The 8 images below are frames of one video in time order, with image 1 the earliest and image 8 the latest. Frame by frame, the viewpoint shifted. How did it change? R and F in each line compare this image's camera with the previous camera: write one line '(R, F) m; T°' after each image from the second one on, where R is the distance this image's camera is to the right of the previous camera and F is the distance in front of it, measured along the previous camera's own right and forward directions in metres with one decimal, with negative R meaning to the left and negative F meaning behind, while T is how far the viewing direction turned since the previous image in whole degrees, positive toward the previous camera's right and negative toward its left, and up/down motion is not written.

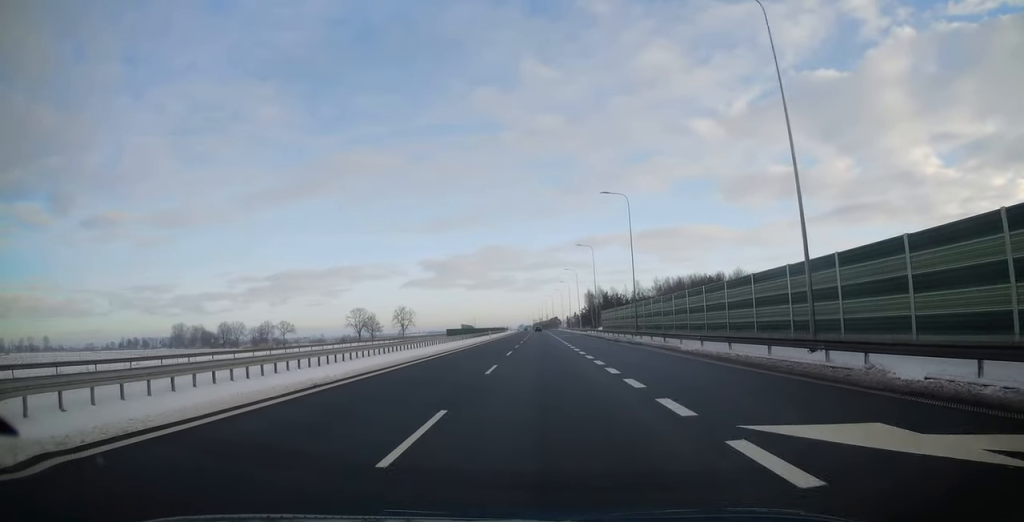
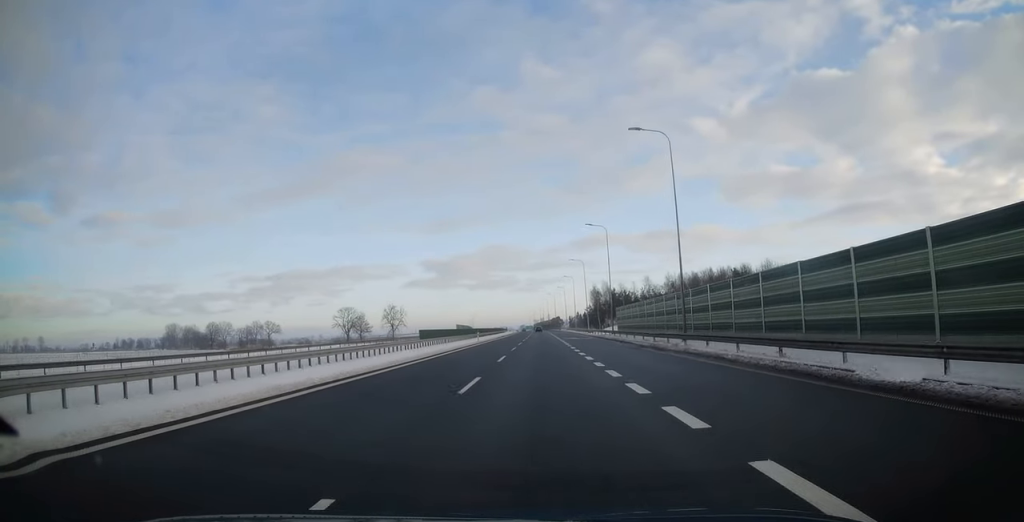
(0.0, +15.2) m; 0°
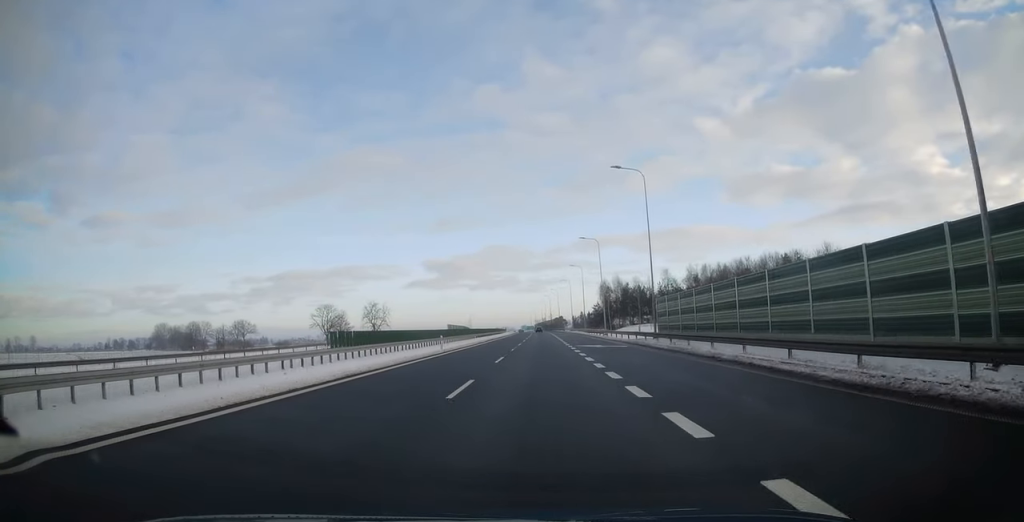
(-0.1, +22.1) m; 0°
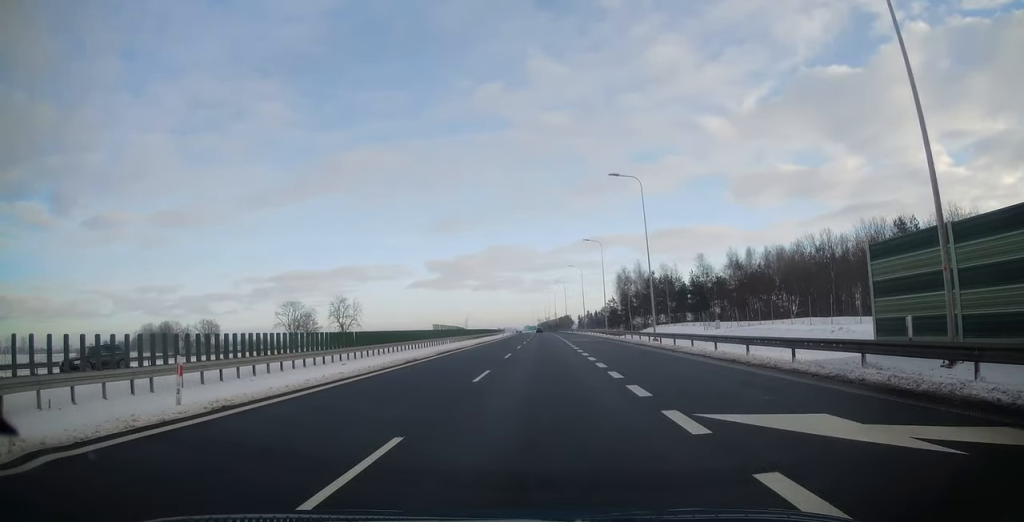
(+0.2, +29.9) m; 0°
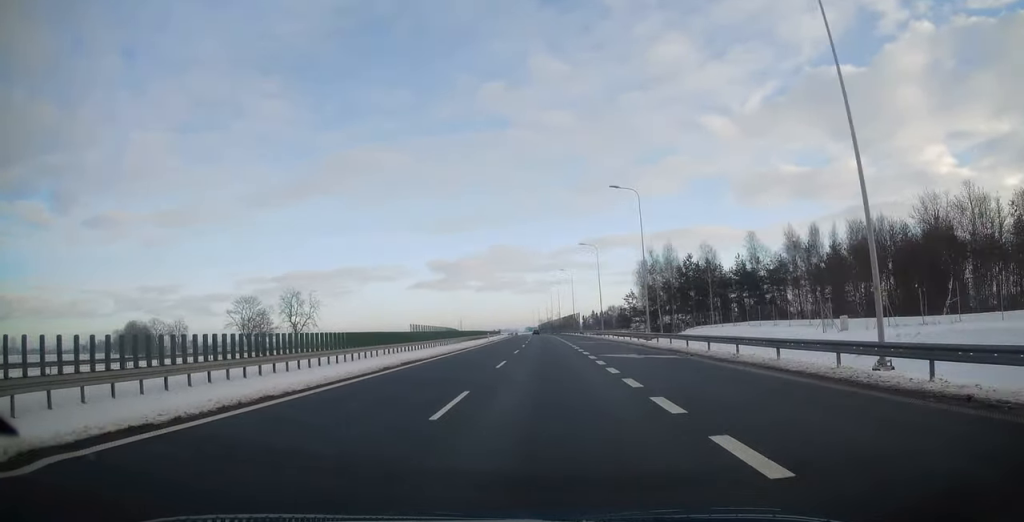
(-0.3, +29.2) m; 0°
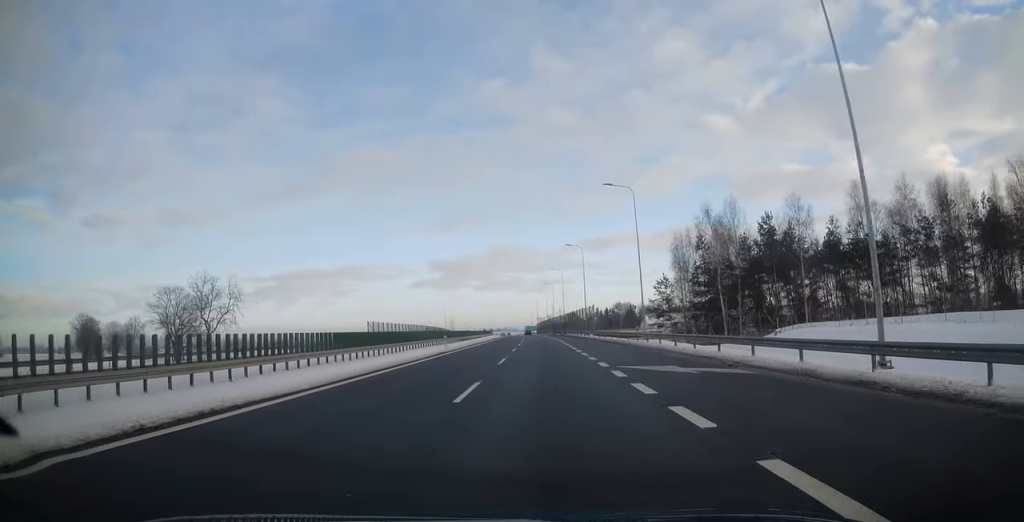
(+0.1, +33.0) m; -1°
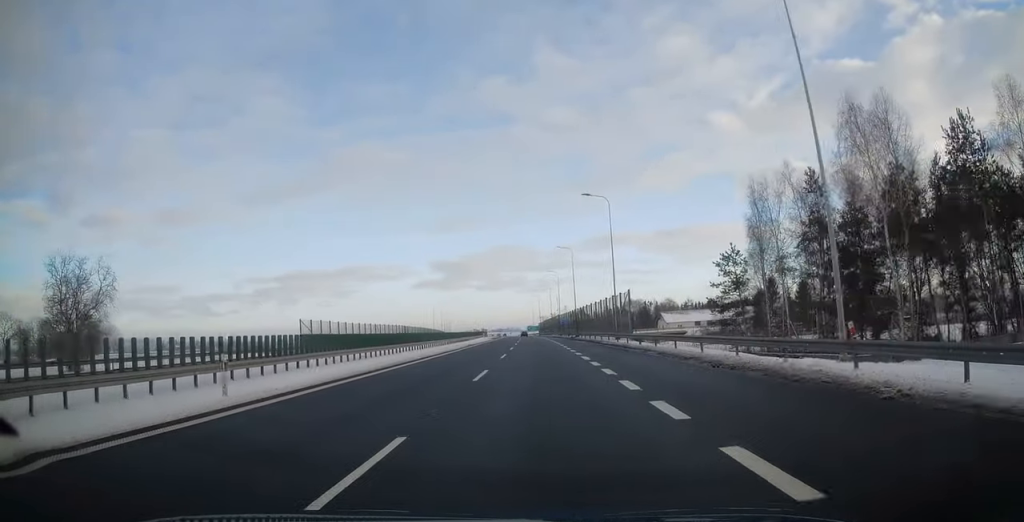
(-0.7, +31.2) m; -1°
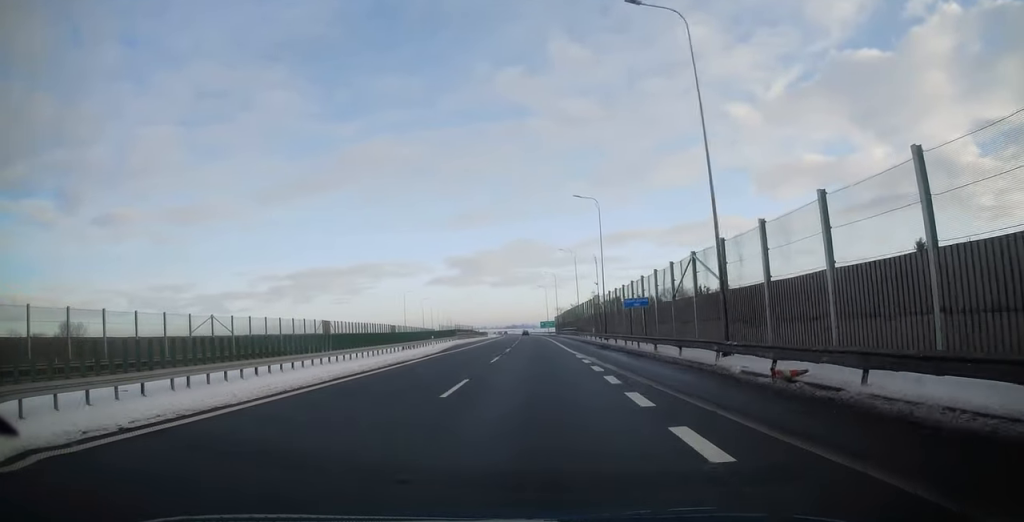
(-0.2, +62.5) m; 0°
